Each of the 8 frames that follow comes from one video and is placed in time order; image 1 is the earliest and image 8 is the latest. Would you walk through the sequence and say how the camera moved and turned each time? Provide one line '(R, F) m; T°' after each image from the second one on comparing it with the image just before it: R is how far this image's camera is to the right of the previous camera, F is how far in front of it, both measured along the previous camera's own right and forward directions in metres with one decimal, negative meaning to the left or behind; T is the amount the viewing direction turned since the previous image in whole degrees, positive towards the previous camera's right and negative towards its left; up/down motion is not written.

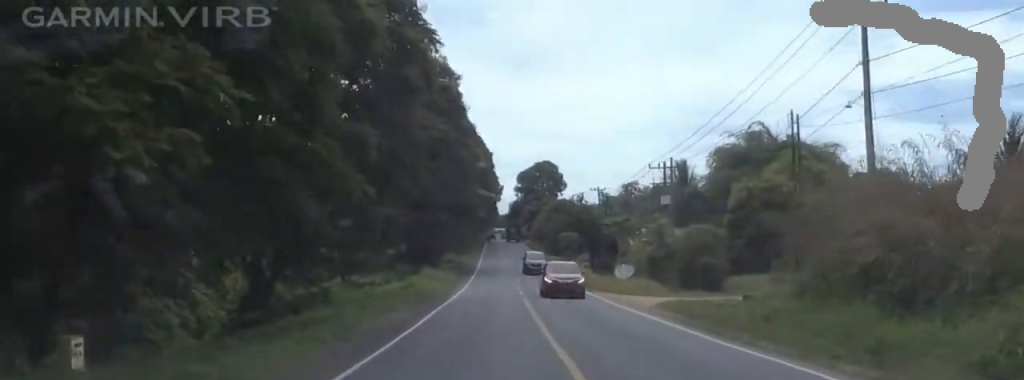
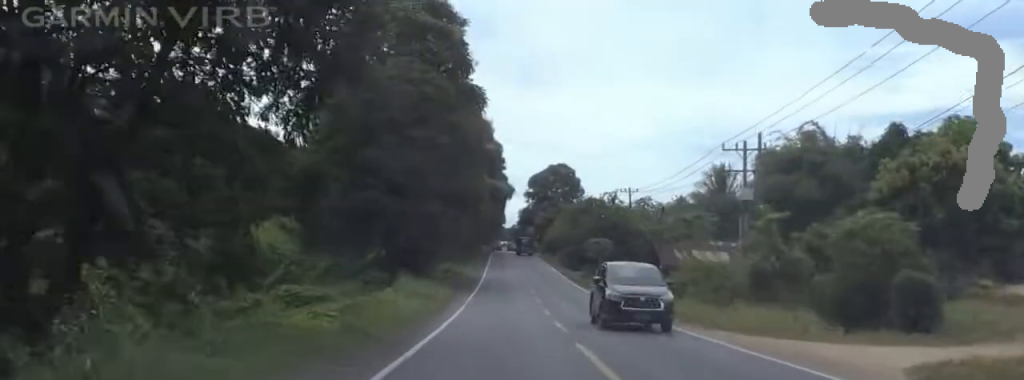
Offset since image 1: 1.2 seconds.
(-0.7, +18.5) m; +1°
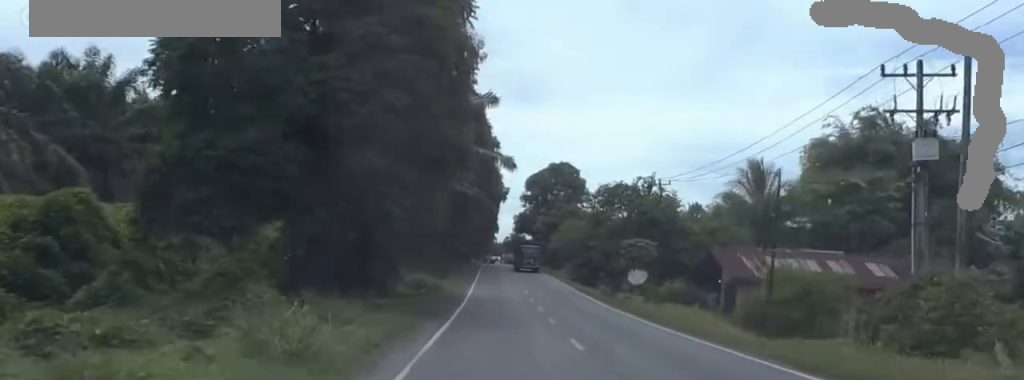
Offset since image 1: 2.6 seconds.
(+0.7, +21.3) m; +2°
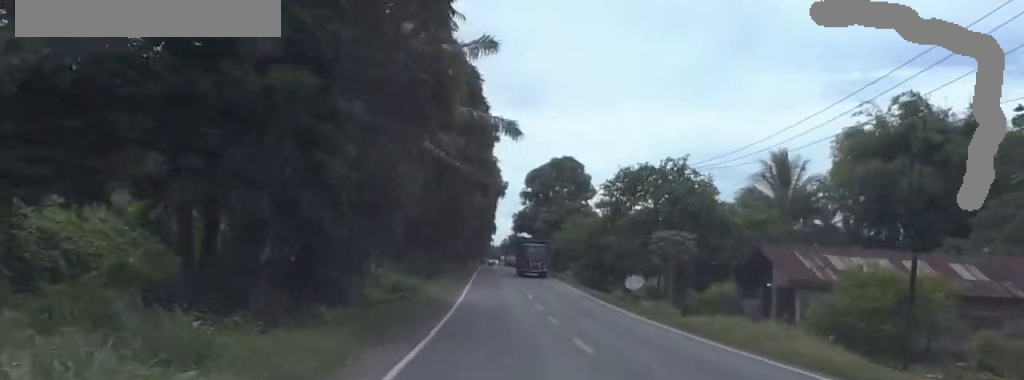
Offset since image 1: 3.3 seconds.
(0.0, +9.8) m; -1°
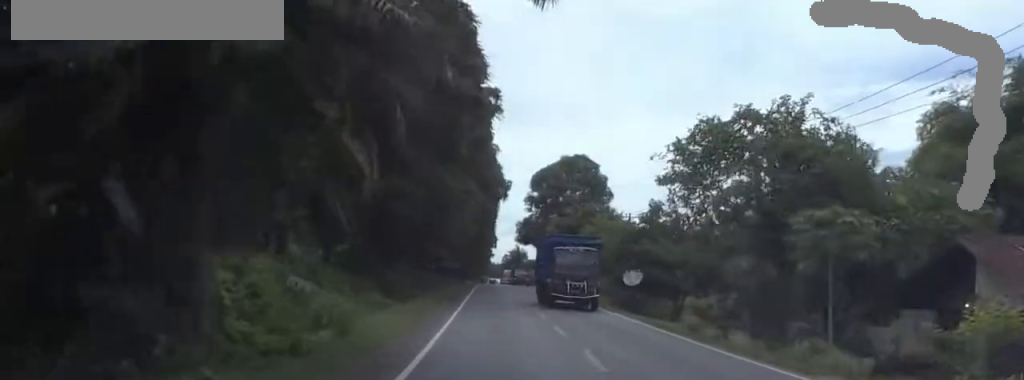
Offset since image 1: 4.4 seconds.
(-0.4, +17.6) m; -1°
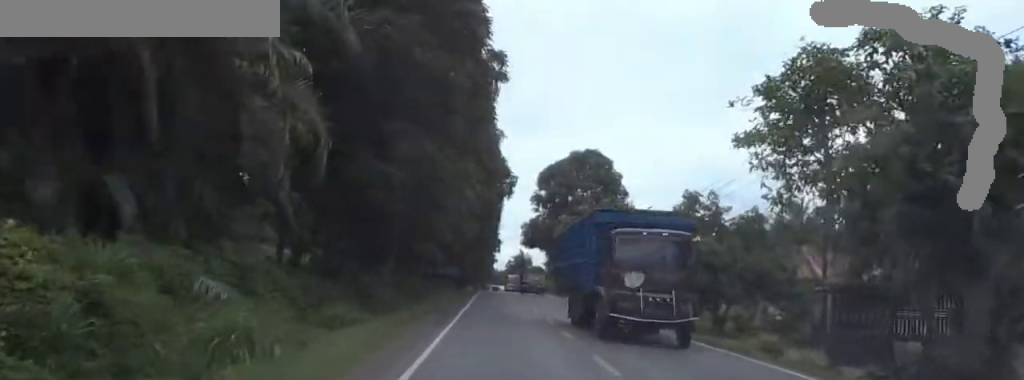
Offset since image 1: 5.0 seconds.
(-0.5, +9.1) m; +2°
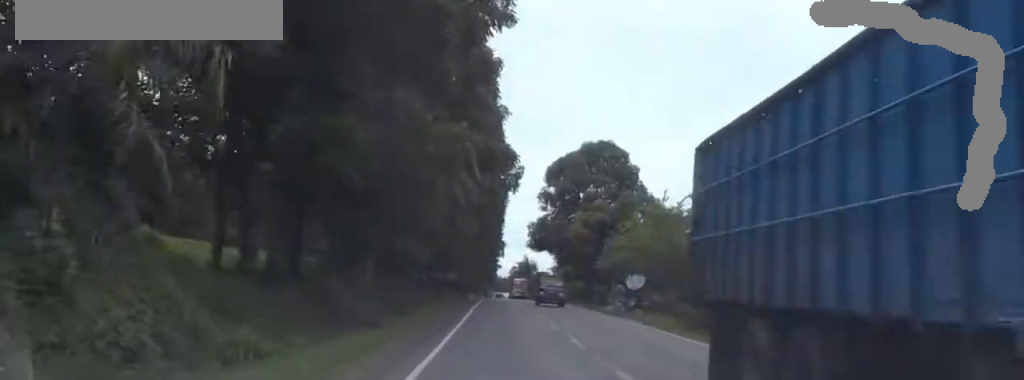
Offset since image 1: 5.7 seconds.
(+1.2, +9.7) m; +2°
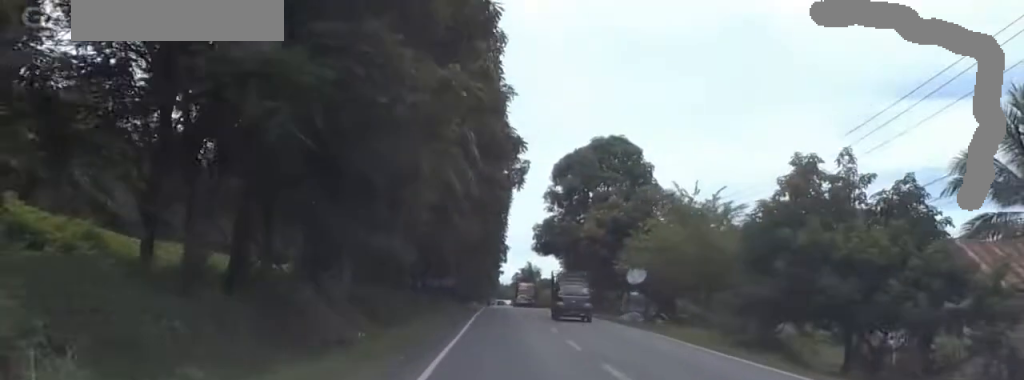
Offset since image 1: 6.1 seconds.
(+0.1, +6.6) m; 0°
